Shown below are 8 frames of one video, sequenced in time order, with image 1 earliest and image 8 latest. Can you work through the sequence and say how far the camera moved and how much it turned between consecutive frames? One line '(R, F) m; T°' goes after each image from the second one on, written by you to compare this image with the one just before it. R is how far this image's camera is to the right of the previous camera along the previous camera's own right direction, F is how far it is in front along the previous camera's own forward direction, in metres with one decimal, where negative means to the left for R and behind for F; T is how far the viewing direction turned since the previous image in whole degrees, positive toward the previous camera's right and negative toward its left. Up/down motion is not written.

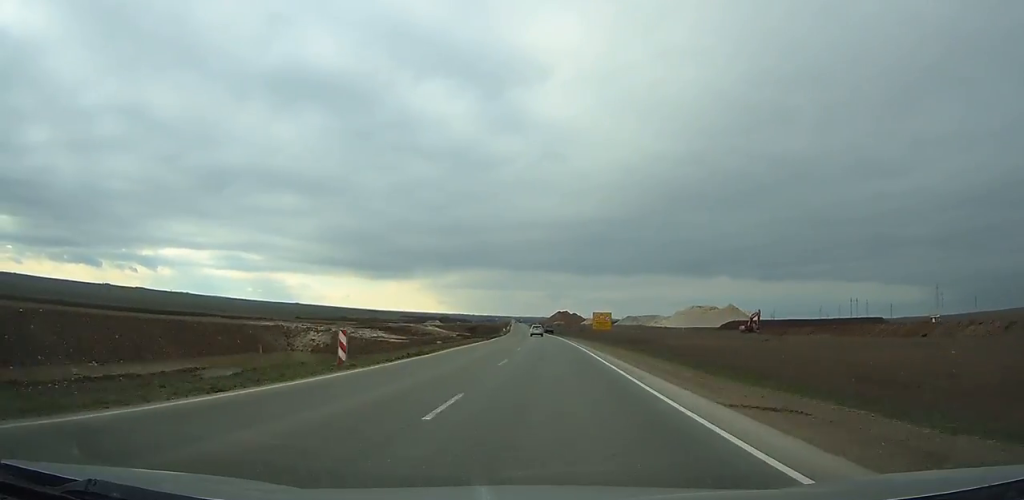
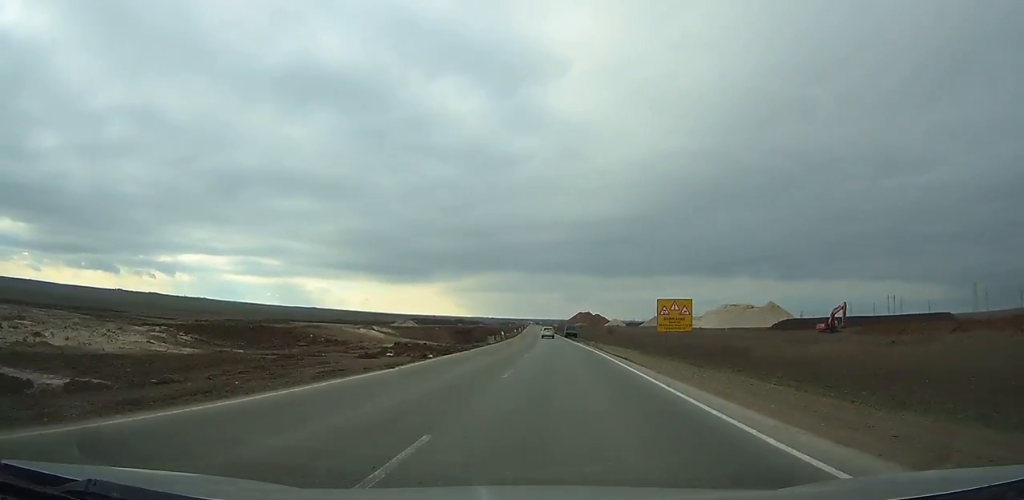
(-0.5, +40.0) m; -1°
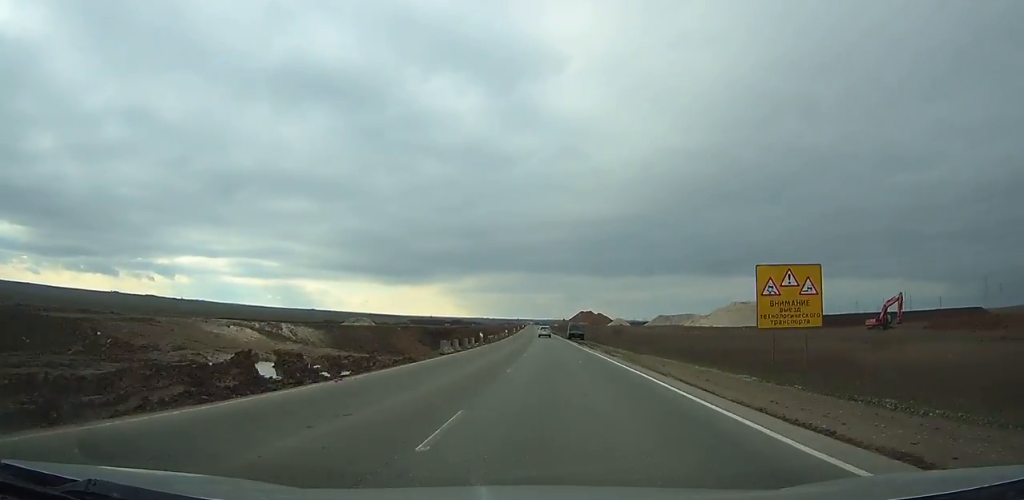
(-0.2, +21.8) m; 0°
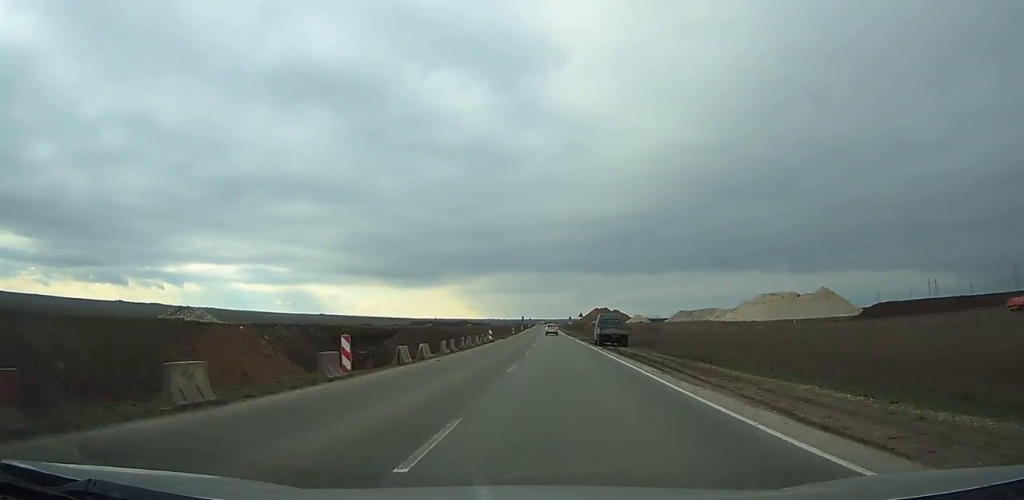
(-0.3, +36.5) m; -1°
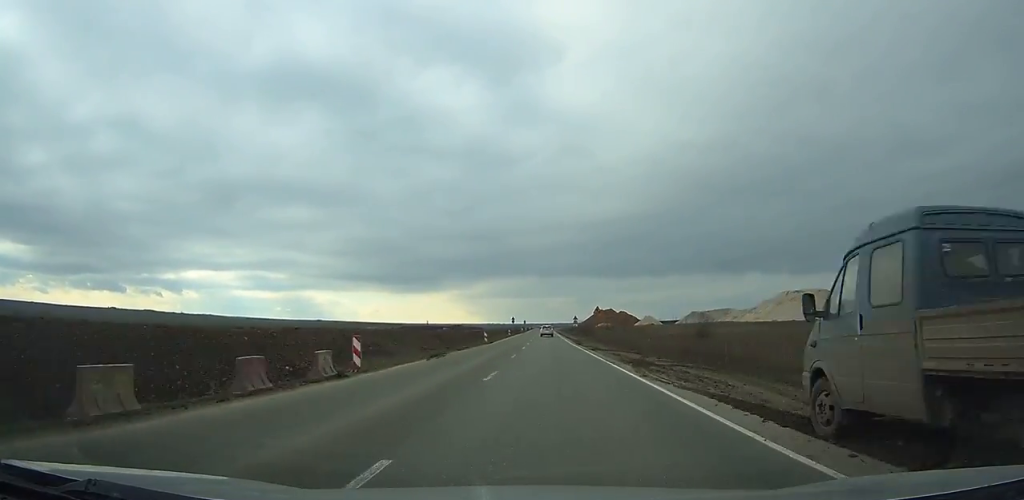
(-0.2, +38.1) m; 0°
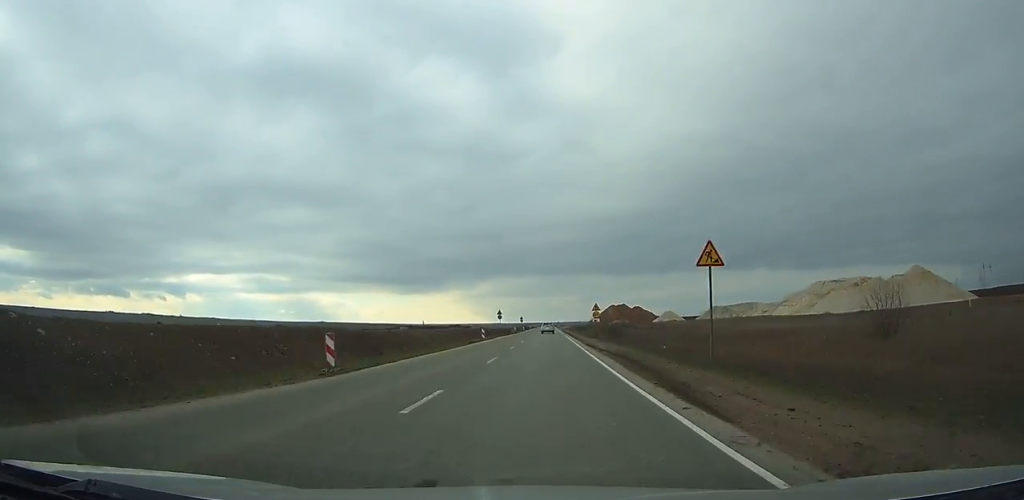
(-0.2, +41.4) m; 0°
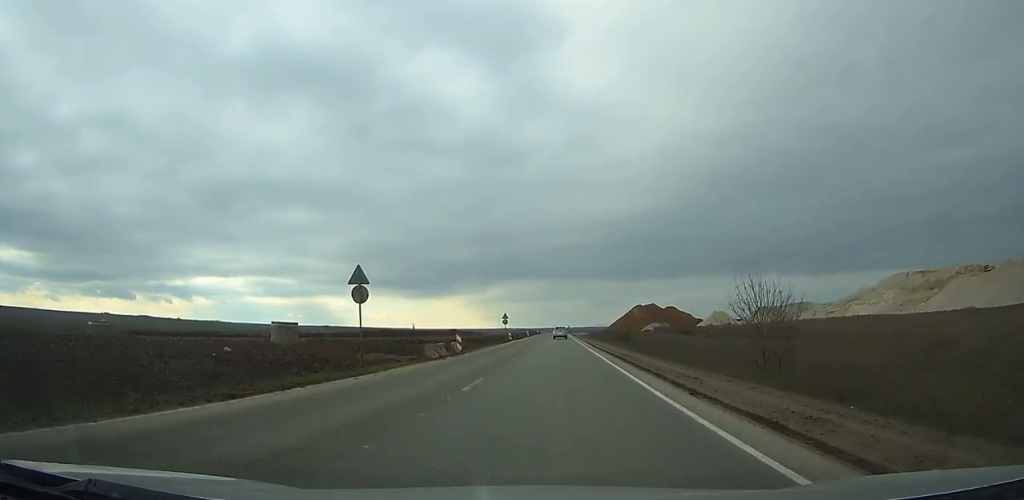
(-0.3, +67.0) m; 0°
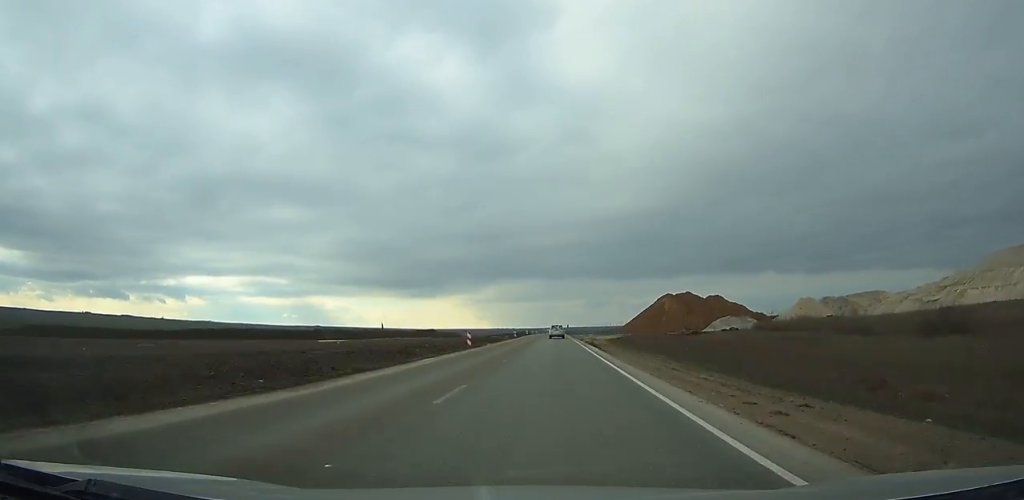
(0.0, +73.3) m; 0°
